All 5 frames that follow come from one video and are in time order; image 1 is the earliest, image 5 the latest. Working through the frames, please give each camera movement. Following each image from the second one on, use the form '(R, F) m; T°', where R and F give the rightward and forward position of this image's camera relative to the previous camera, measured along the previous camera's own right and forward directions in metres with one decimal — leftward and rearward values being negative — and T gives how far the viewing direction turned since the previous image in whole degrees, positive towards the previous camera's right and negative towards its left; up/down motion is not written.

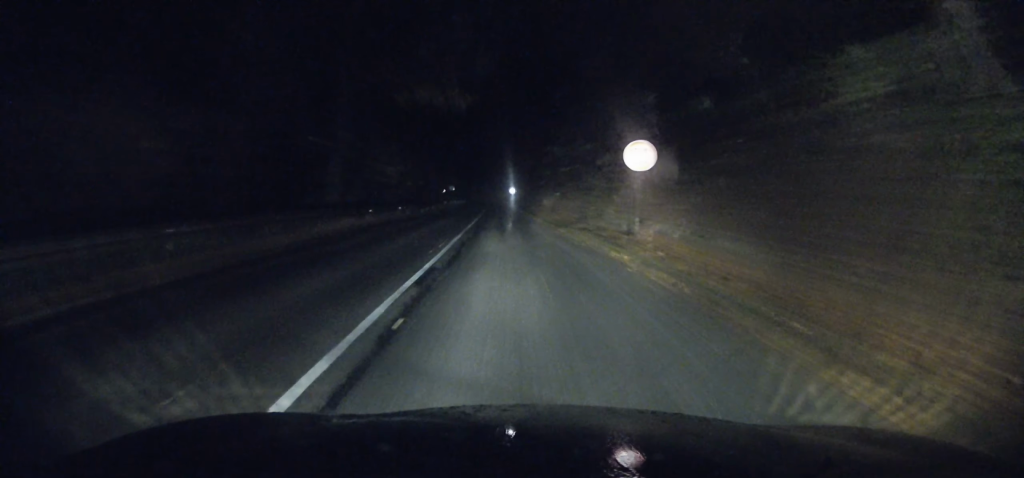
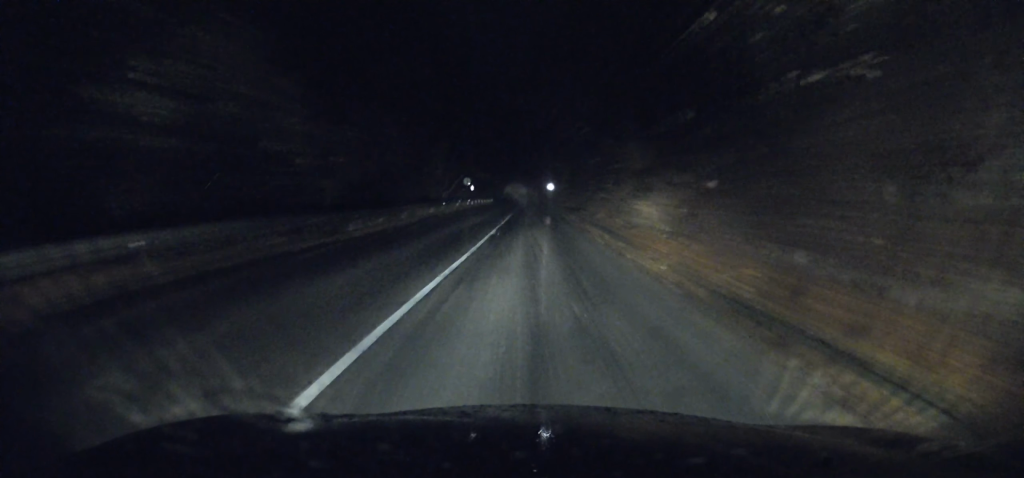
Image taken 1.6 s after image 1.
(-0.1, +24.7) m; 0°
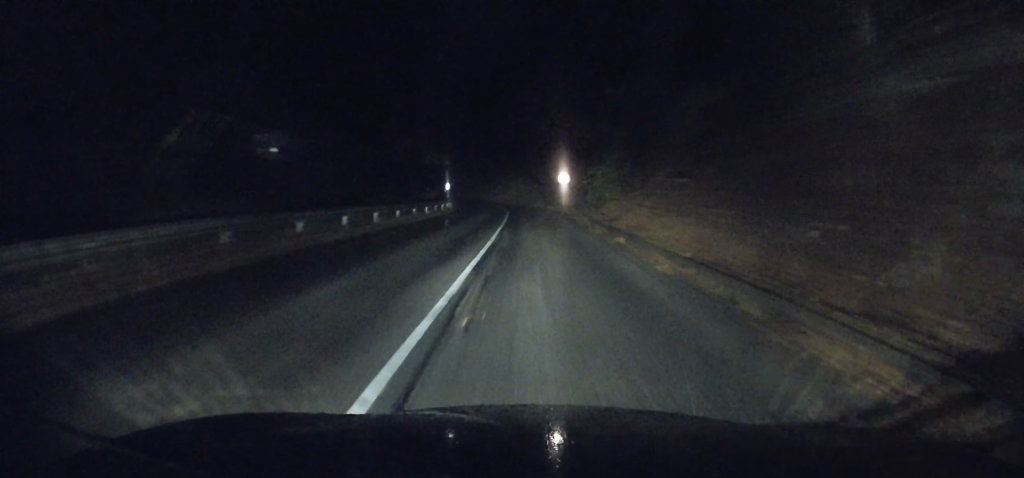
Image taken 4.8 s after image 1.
(-0.4, +46.0) m; -1°
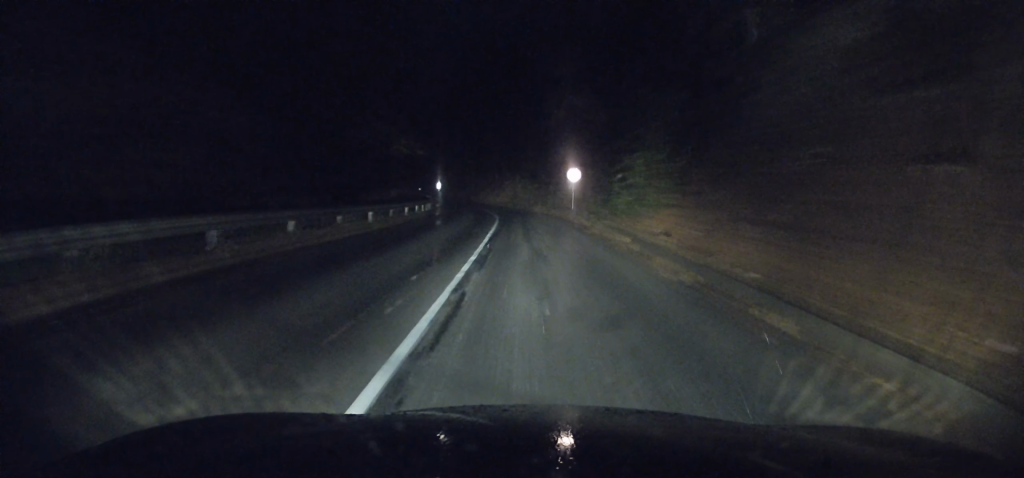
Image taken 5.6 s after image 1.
(0.0, +11.7) m; 0°
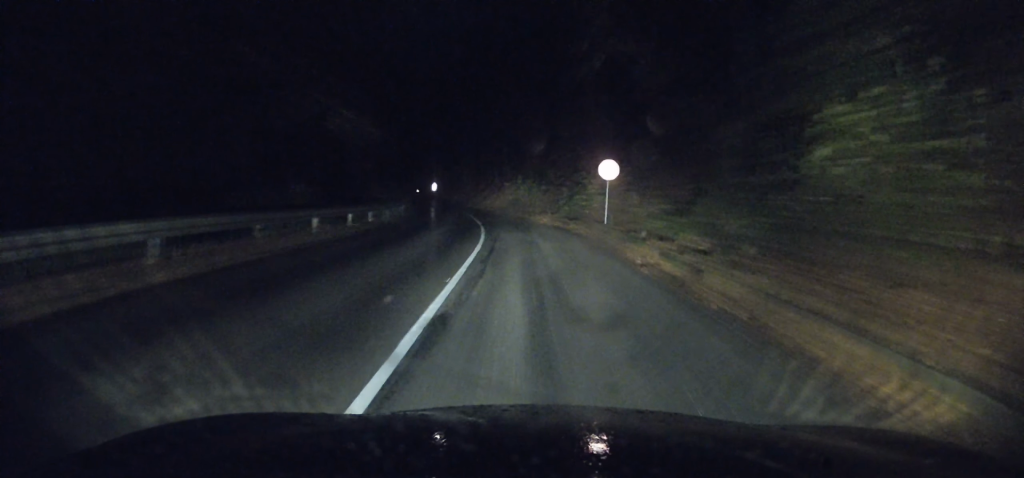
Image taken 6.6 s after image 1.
(0.0, +13.3) m; -1°
